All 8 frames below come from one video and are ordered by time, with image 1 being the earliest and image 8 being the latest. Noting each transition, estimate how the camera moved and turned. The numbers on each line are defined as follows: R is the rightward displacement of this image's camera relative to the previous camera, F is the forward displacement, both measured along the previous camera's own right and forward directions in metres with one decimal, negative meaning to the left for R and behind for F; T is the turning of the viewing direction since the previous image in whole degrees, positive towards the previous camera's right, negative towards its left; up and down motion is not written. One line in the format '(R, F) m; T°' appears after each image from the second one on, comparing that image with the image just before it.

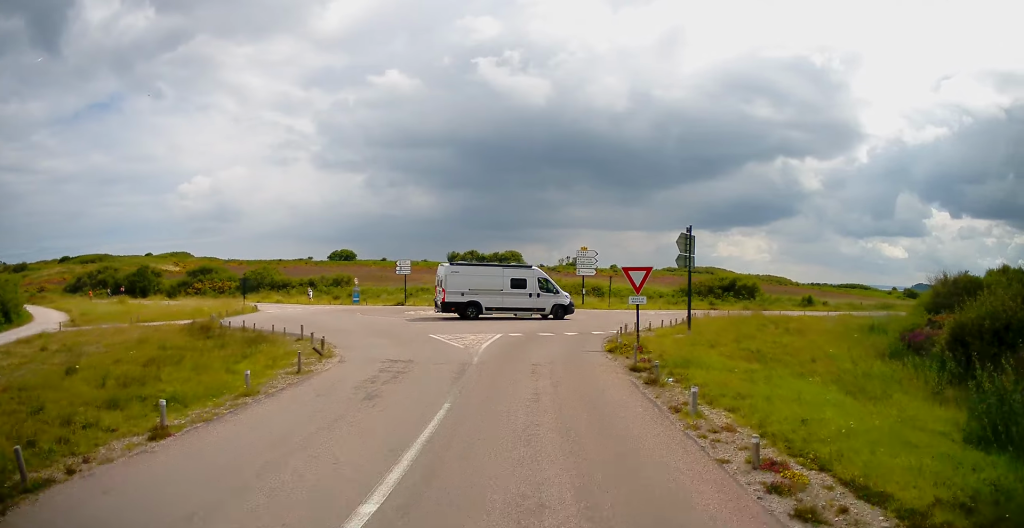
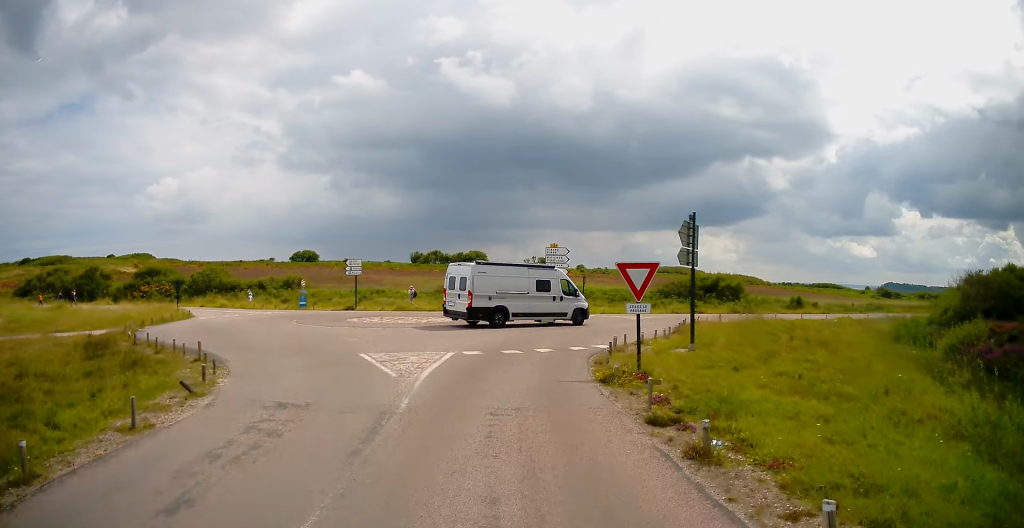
(+0.2, +5.2) m; +5°
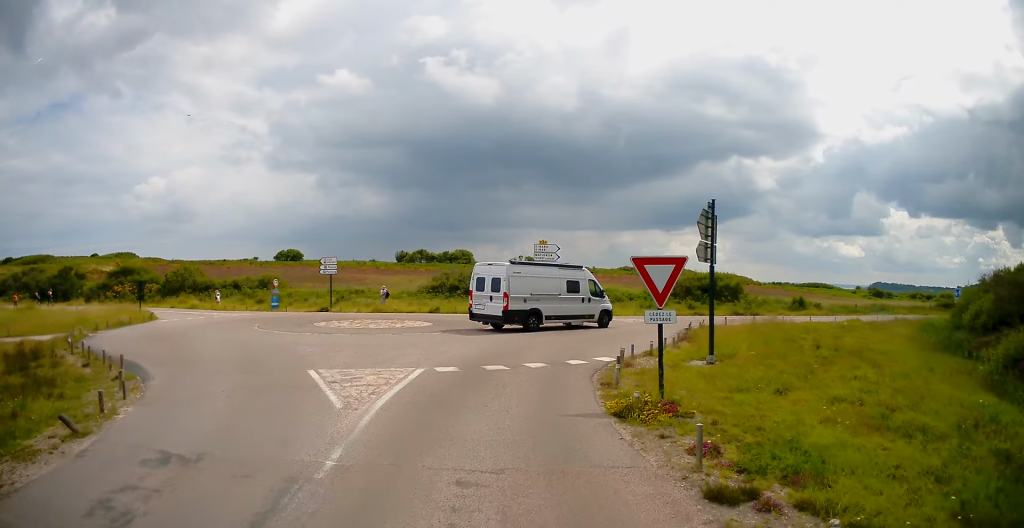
(+0.4, +3.3) m; +2°
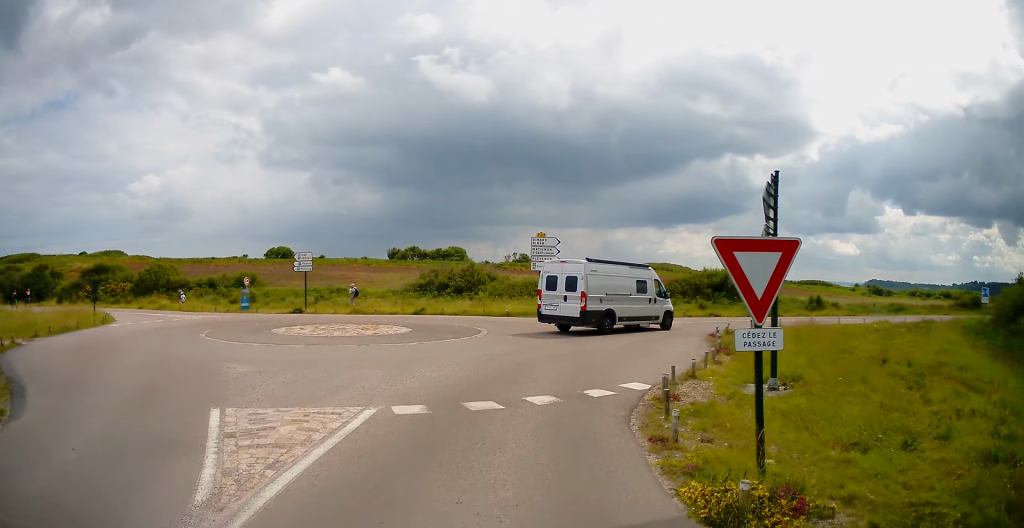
(0.0, +4.7) m; +1°
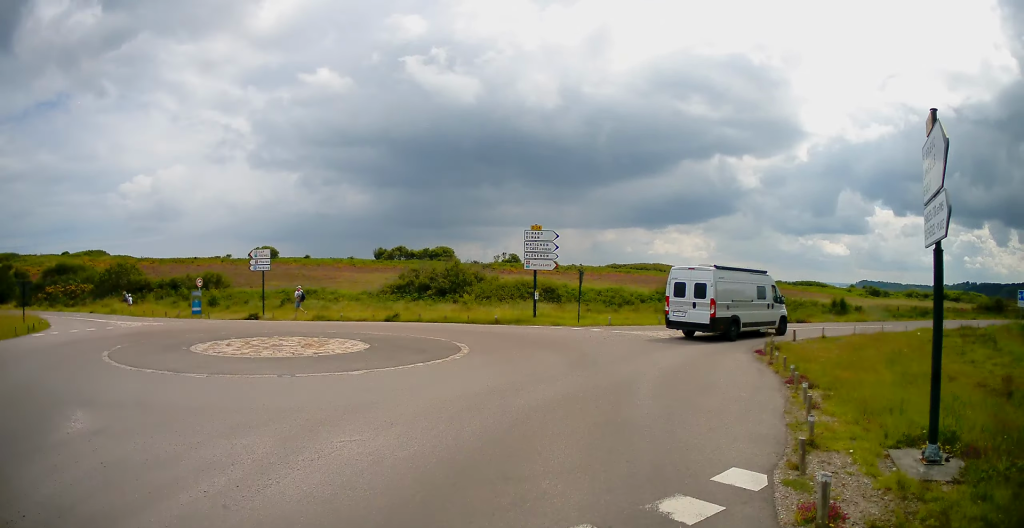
(-0.1, +6.2) m; +3°
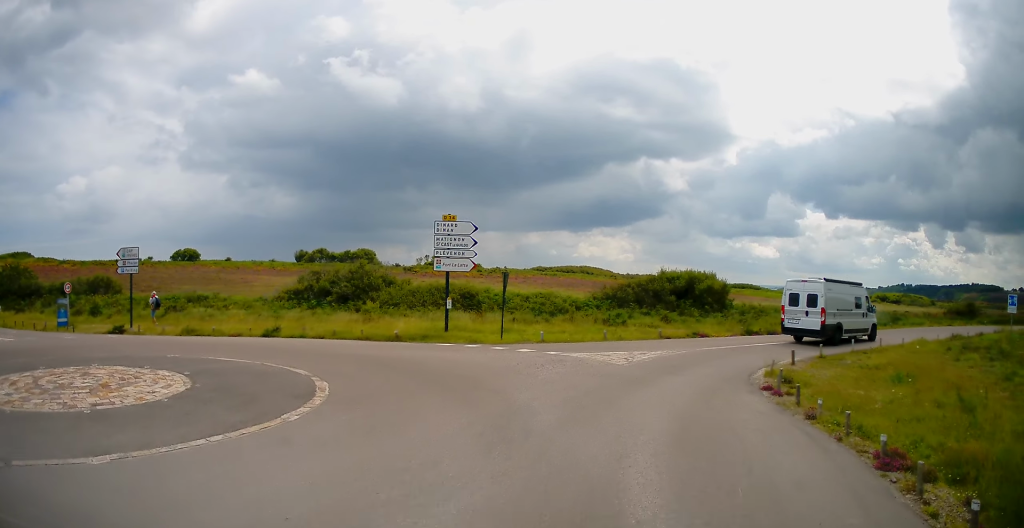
(+0.3, +6.3) m; +11°
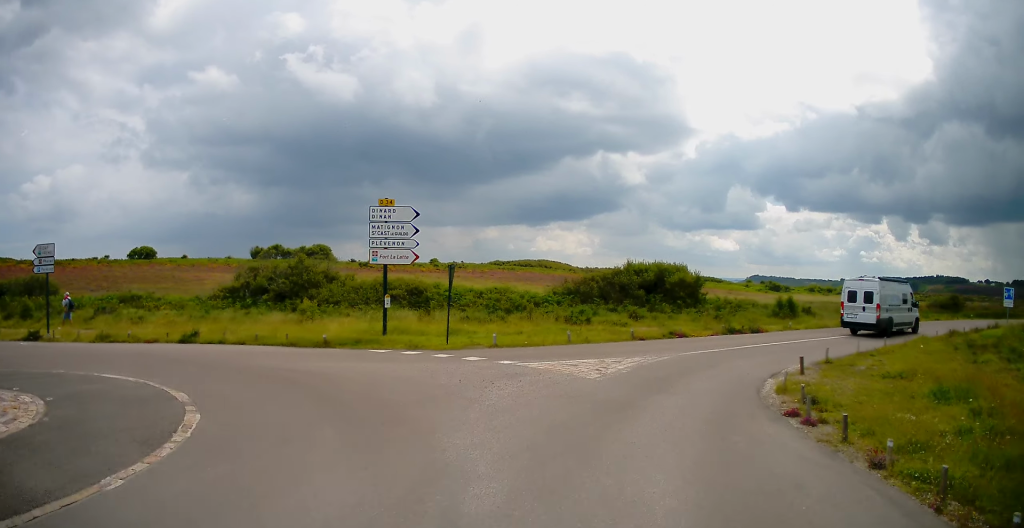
(+0.4, +3.0) m; +6°
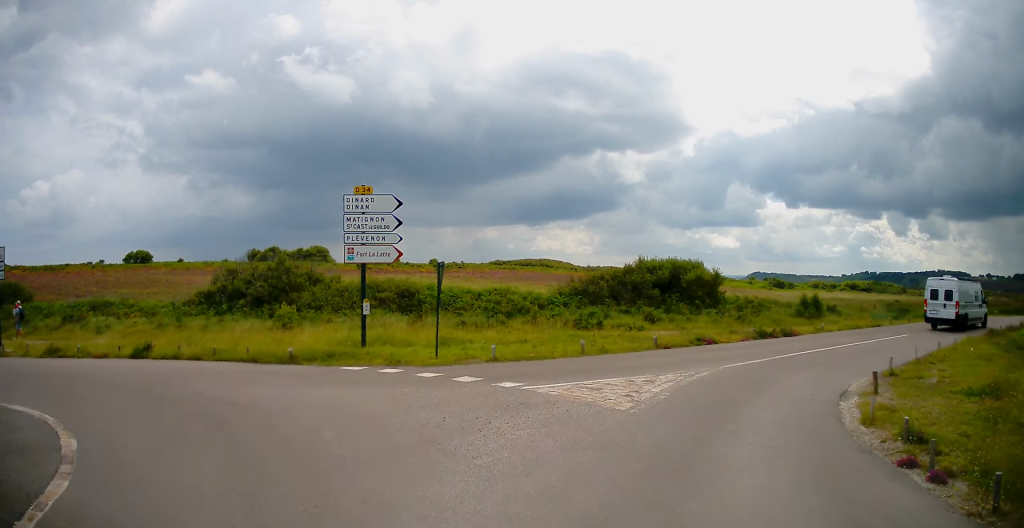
(+0.1, +2.7) m; -5°
